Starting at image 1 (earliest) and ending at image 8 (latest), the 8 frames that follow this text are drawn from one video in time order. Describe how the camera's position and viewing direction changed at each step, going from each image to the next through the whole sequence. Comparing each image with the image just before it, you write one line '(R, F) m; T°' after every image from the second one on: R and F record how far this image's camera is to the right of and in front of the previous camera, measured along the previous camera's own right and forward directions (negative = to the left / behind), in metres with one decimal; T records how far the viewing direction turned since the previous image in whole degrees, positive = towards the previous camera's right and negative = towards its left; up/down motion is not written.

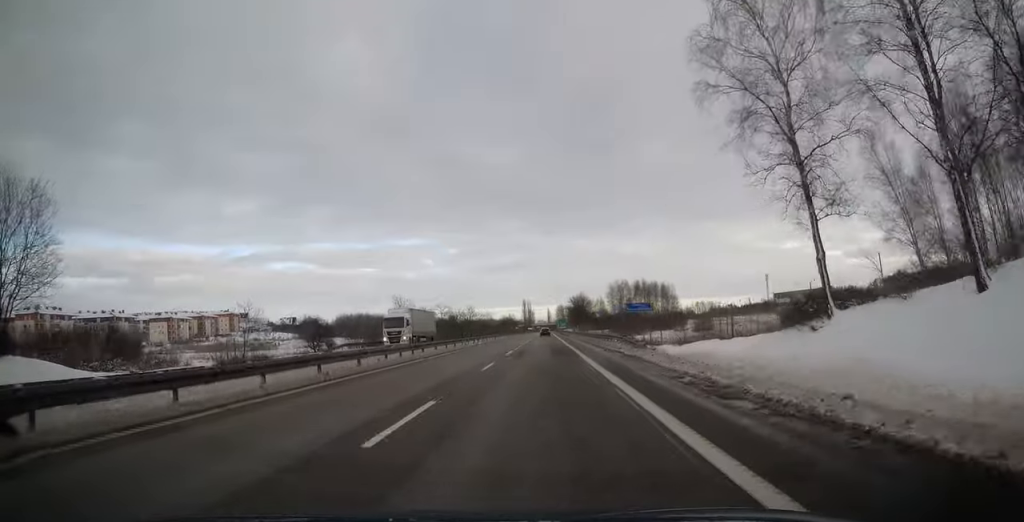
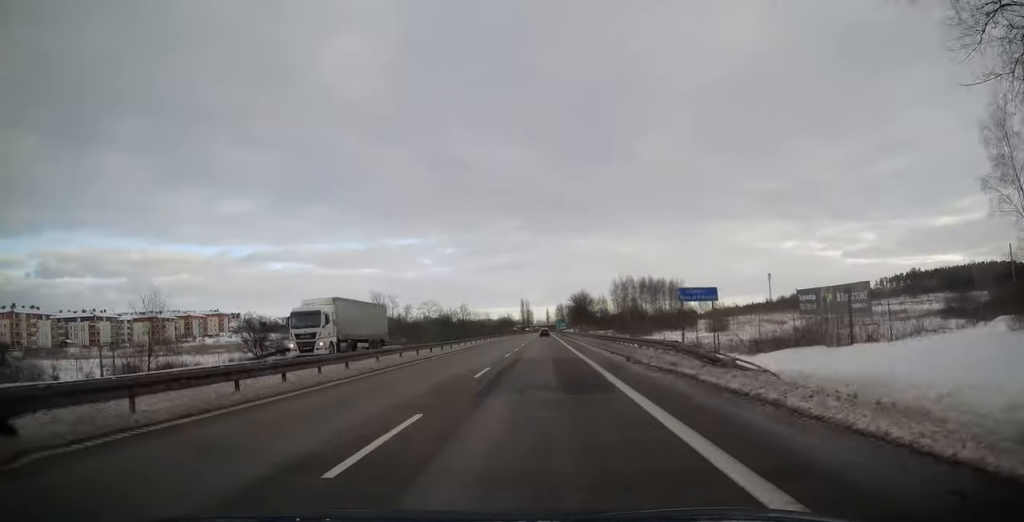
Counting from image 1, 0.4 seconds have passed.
(0.0, +13.4) m; 0°
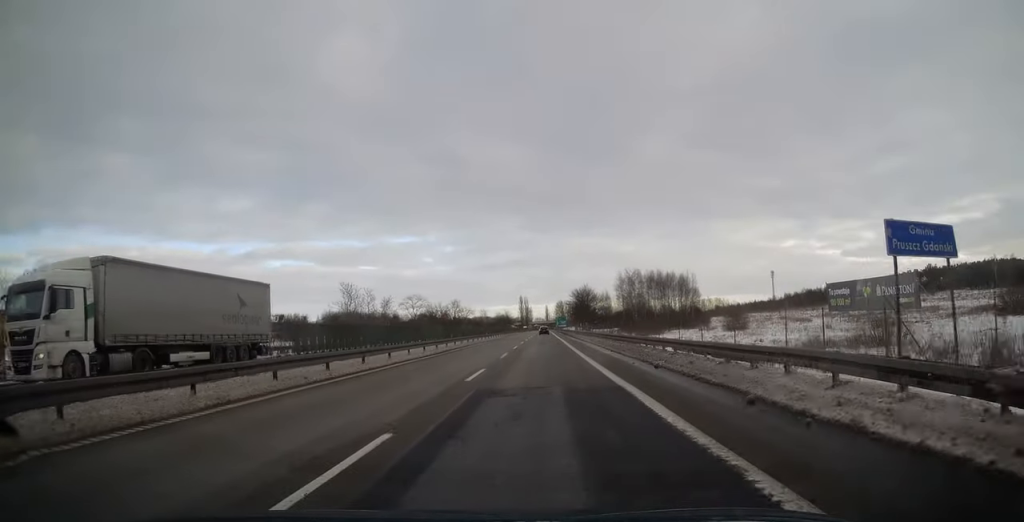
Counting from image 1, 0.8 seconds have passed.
(+0.1, +13.9) m; 0°
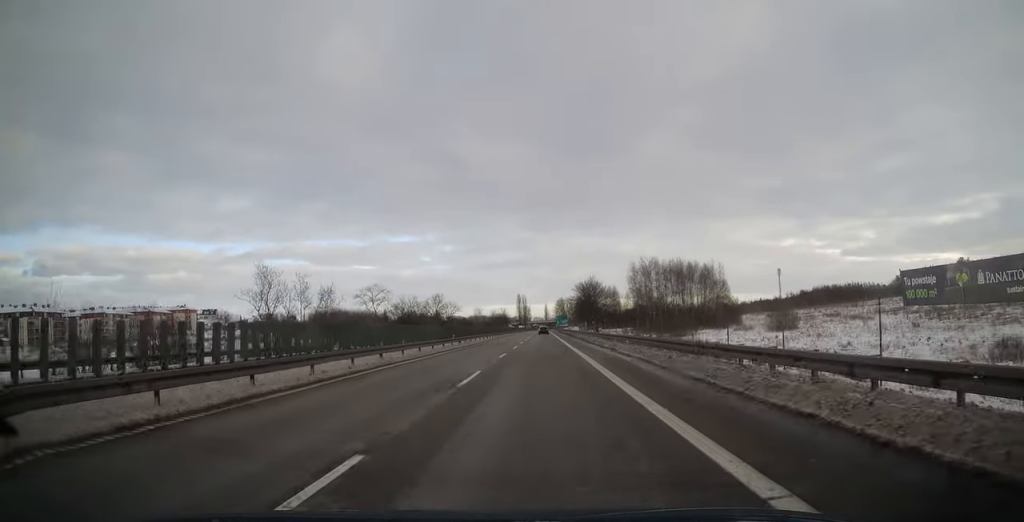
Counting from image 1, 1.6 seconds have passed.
(+0.2, +25.2) m; 0°
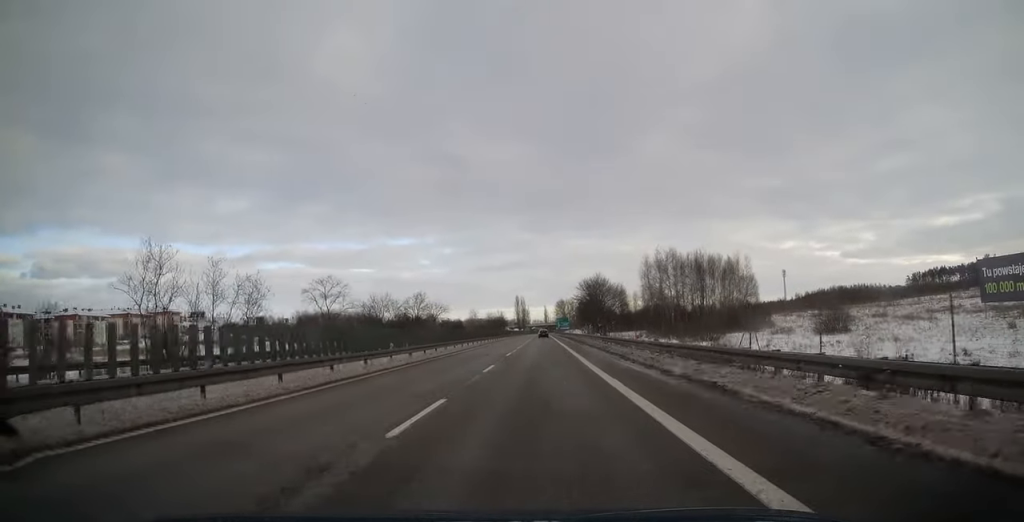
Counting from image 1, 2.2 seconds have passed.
(-0.2, +18.2) m; 0°
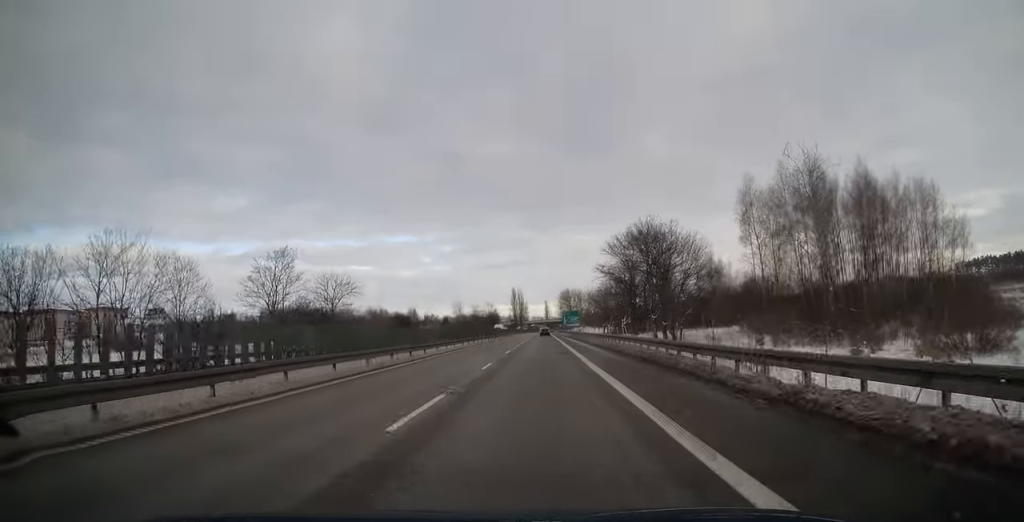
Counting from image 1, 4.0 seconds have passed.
(0.0, +59.4) m; 0°
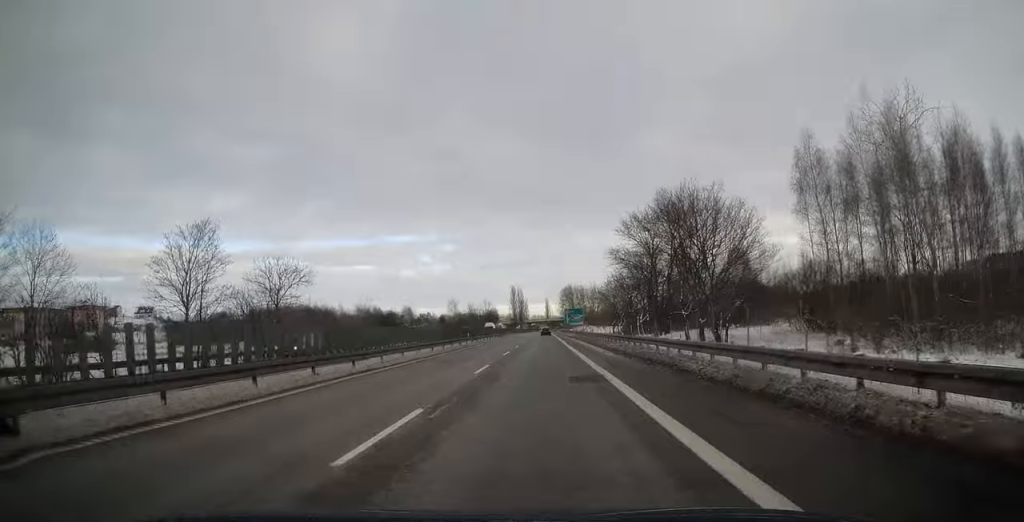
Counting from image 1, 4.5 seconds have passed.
(-0.2, +13.9) m; 0°
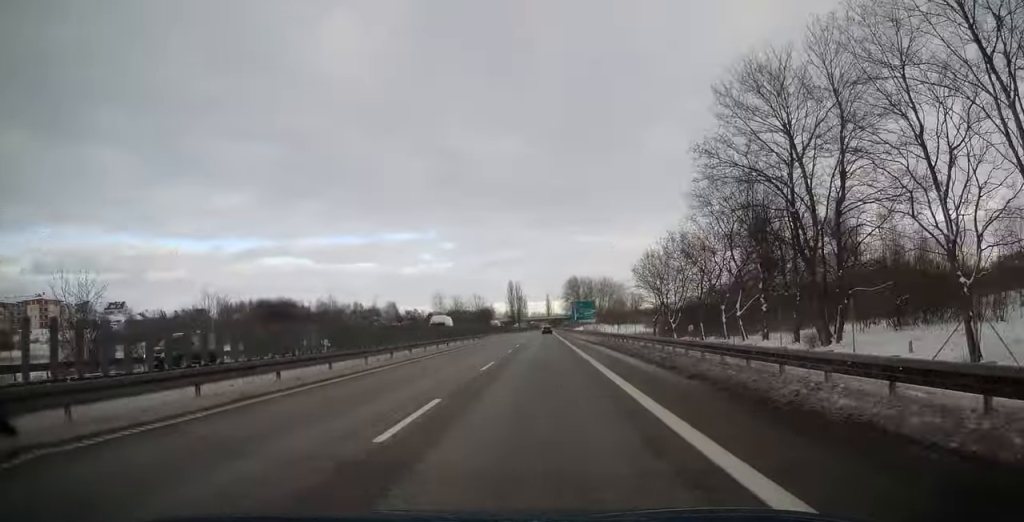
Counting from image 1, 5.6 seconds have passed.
(+0.4, +34.8) m; 0°
